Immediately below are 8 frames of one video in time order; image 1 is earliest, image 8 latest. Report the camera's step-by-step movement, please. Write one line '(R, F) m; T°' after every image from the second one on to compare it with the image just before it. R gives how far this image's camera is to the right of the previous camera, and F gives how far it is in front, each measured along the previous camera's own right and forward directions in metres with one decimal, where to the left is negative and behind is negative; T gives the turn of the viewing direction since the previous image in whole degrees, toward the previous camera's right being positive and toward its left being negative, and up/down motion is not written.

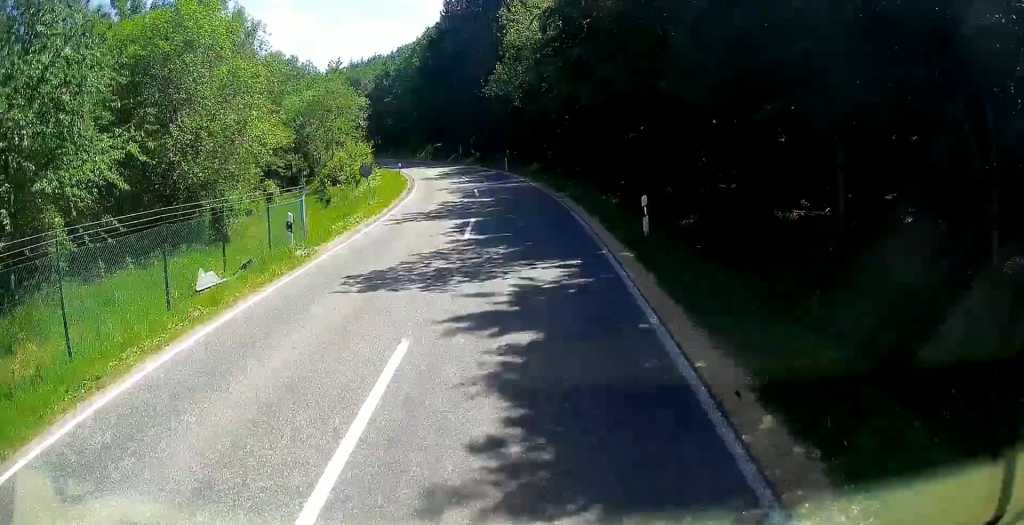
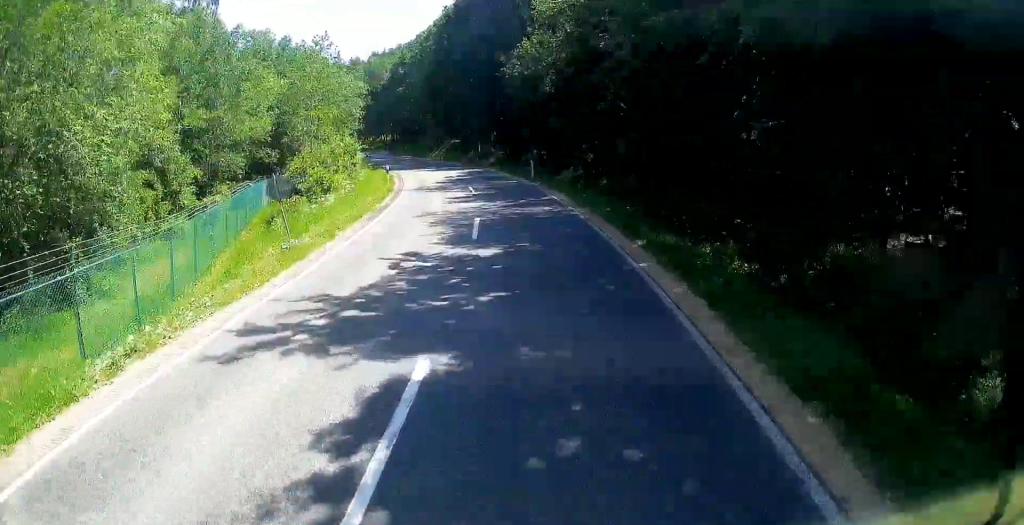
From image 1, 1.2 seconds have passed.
(+0.1, +12.2) m; -1°
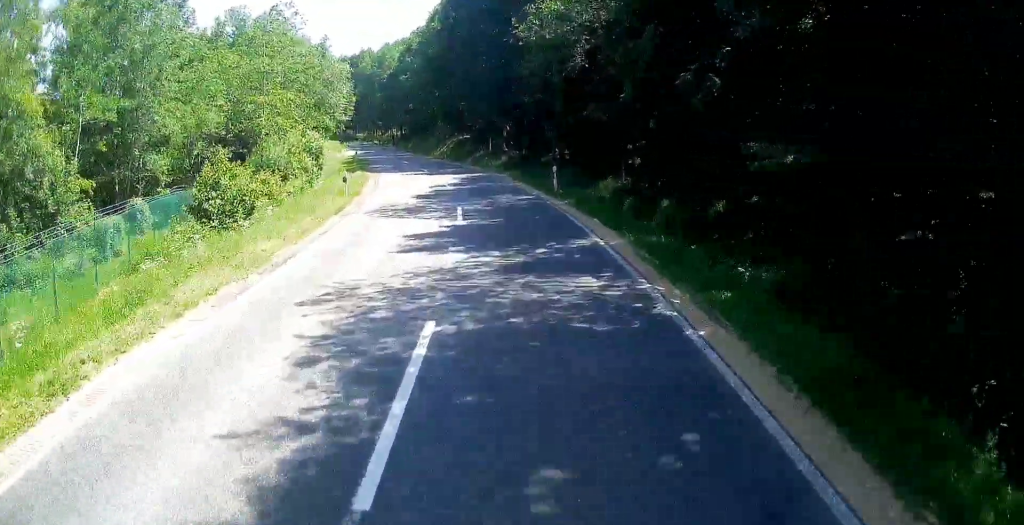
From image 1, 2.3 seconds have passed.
(-0.3, +11.2) m; -2°
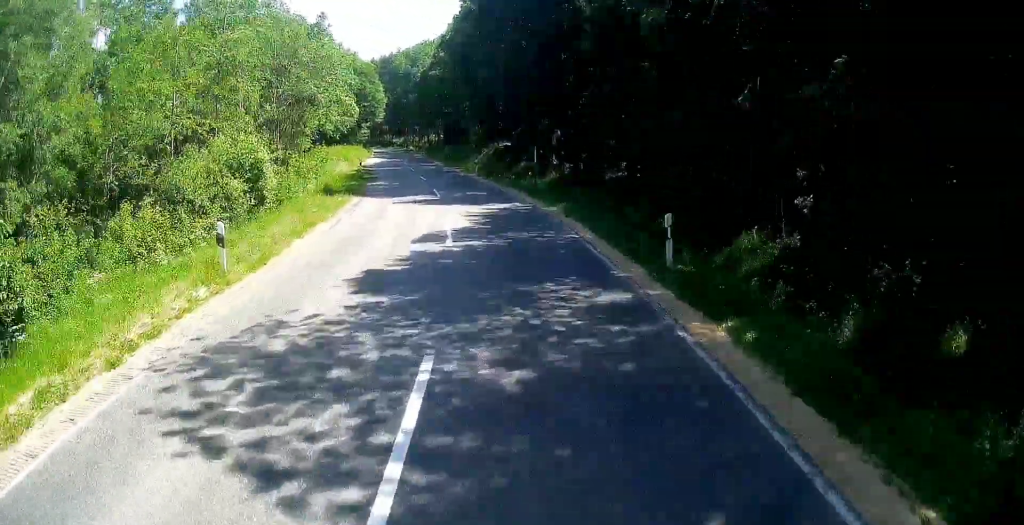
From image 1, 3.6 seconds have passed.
(-0.1, +14.6) m; -1°
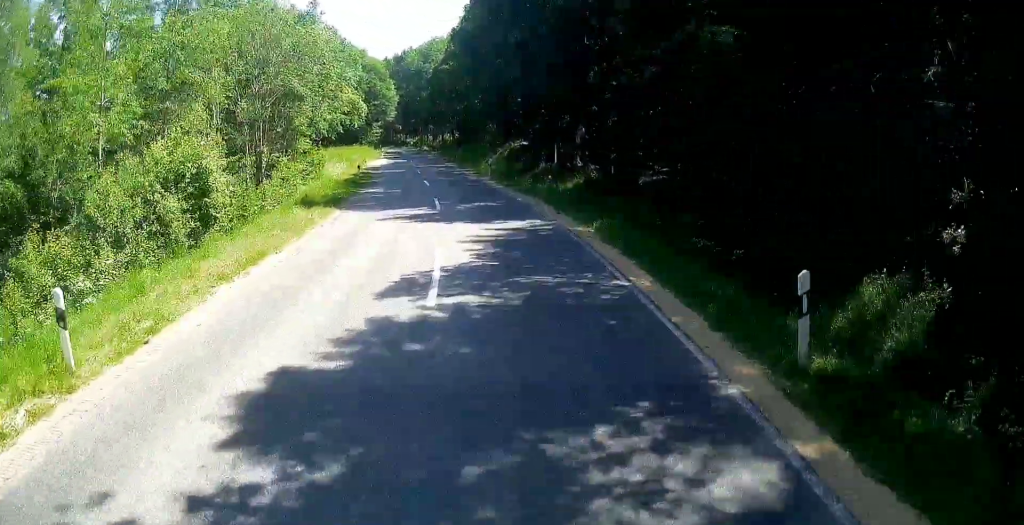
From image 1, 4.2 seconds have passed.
(0.0, +5.7) m; -1°
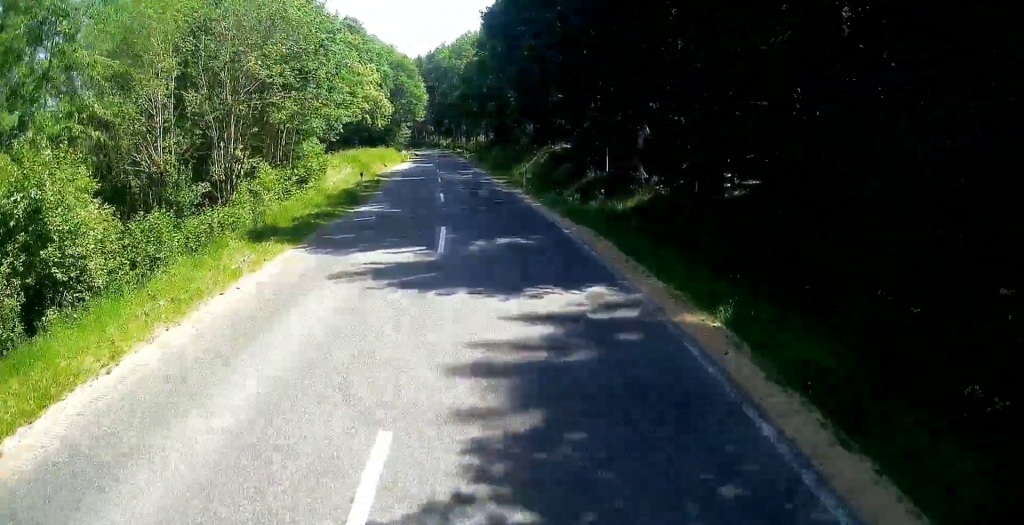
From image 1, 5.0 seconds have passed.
(-0.2, +8.3) m; -2°
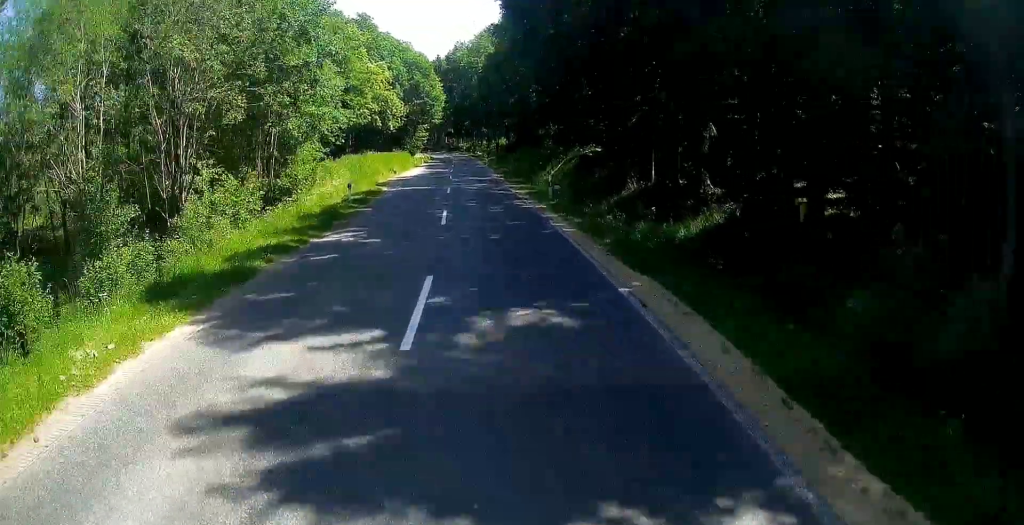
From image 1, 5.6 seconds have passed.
(-0.1, +6.0) m; -1°
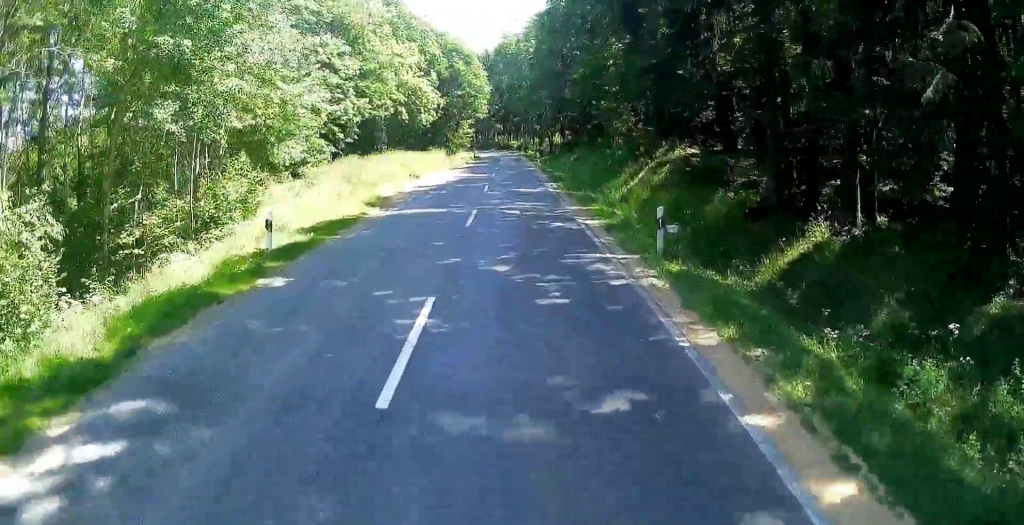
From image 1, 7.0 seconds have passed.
(+0.2, +13.3) m; 0°
